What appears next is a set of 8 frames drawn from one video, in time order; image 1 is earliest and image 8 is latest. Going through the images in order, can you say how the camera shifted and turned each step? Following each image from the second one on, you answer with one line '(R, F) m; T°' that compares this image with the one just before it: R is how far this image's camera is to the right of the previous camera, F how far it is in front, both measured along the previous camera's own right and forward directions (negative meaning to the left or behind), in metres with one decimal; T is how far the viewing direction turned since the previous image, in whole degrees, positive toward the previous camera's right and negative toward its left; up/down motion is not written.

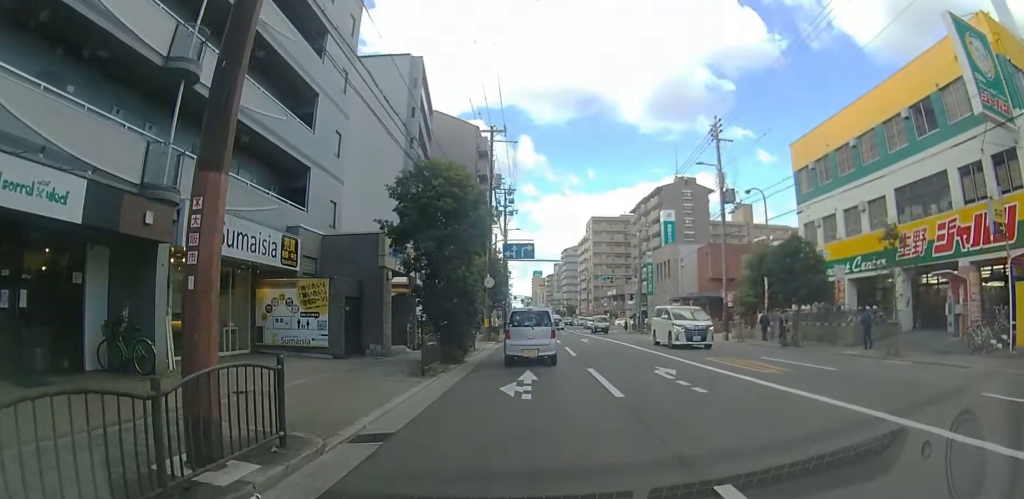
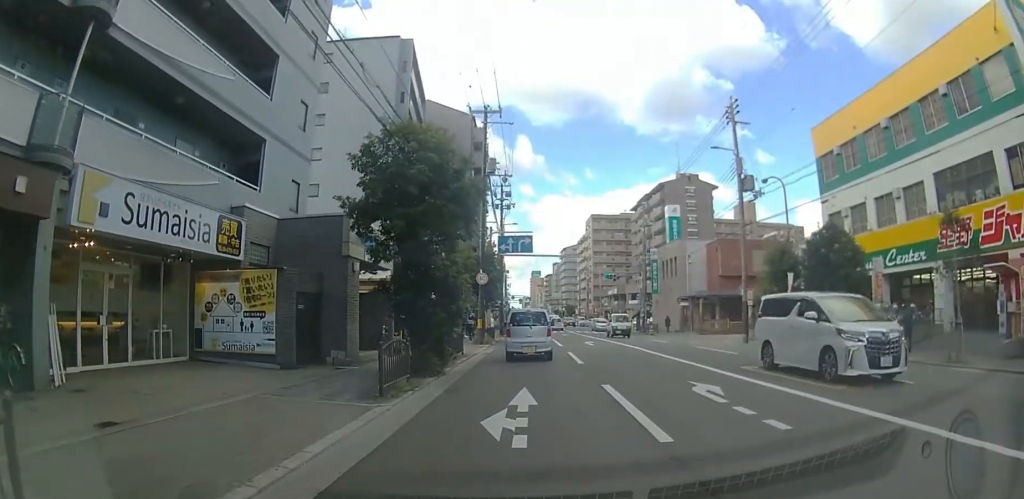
(0.0, +2.8) m; 0°
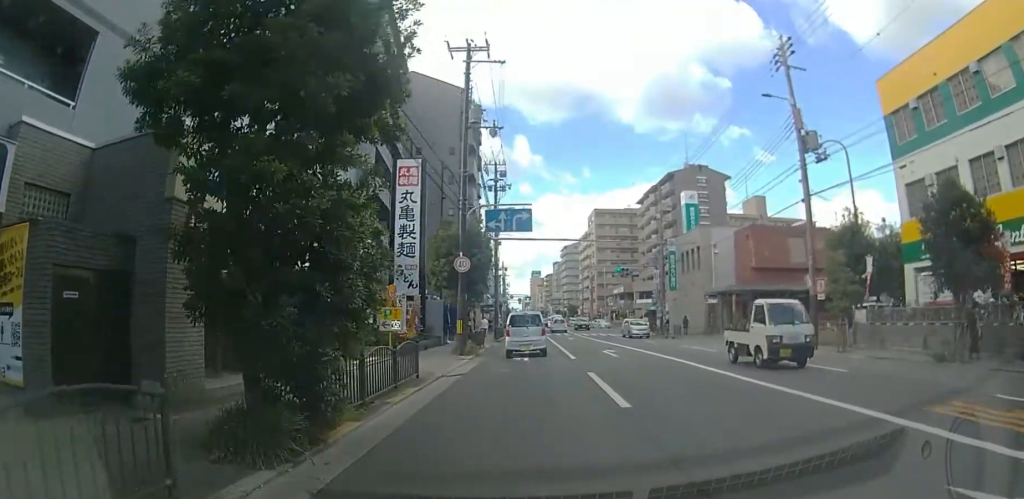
(0.0, +4.6) m; 0°
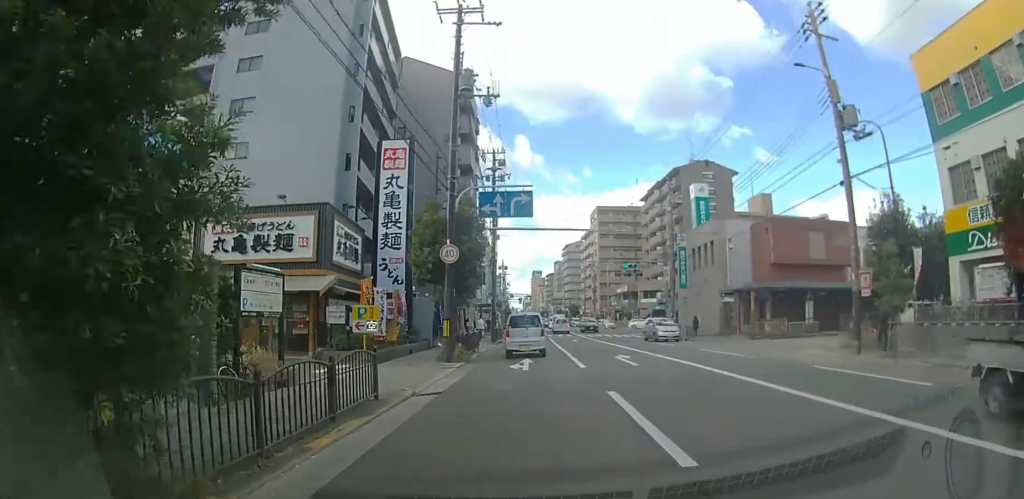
(0.0, +2.1) m; 0°
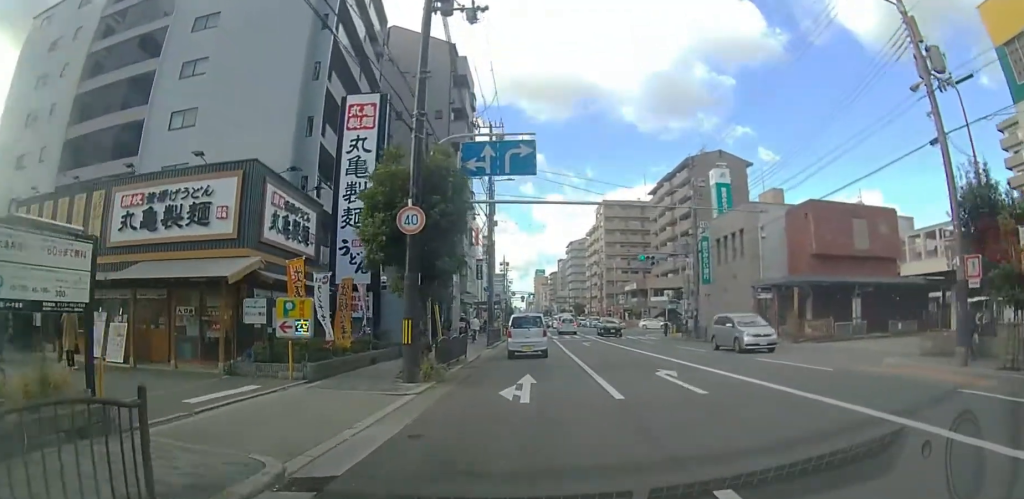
(0.0, +3.8) m; 0°
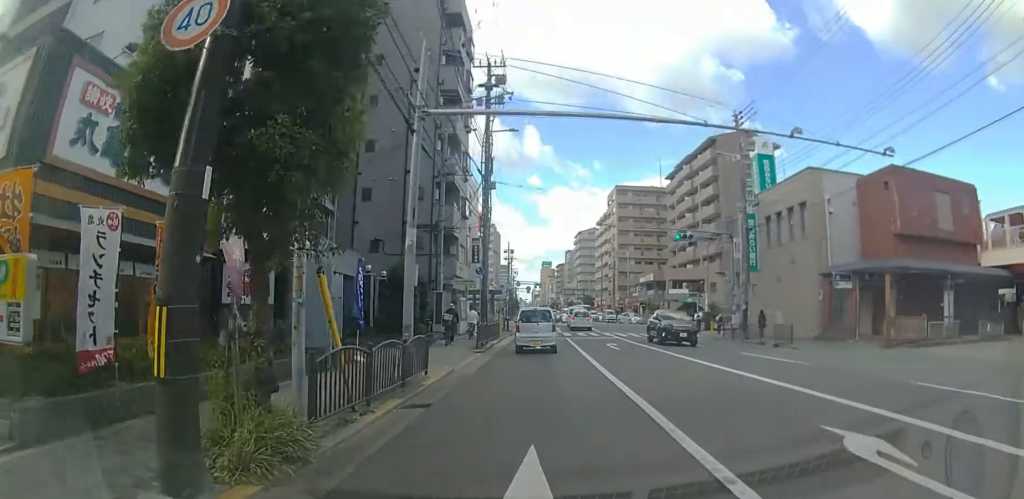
(0.0, +6.0) m; 0°
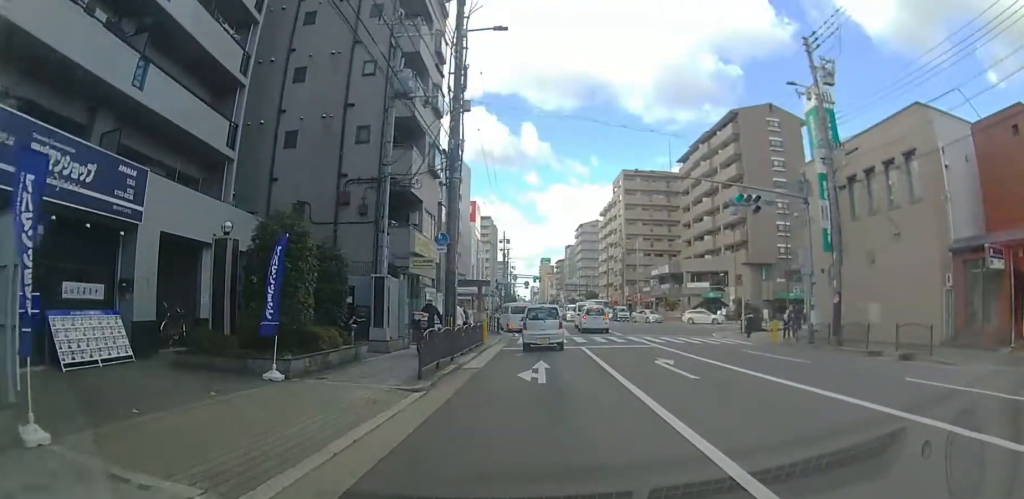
(0.0, +8.6) m; 0°
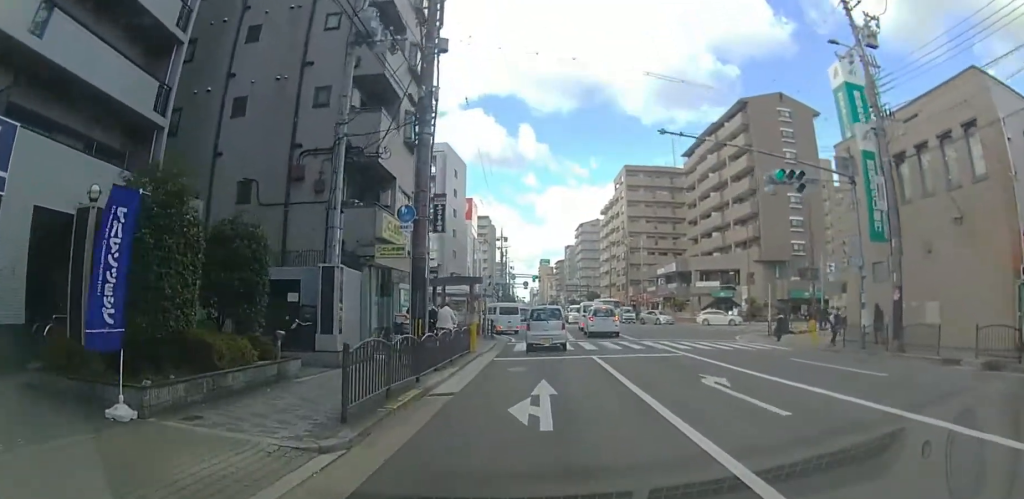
(0.0, +3.9) m; 0°
